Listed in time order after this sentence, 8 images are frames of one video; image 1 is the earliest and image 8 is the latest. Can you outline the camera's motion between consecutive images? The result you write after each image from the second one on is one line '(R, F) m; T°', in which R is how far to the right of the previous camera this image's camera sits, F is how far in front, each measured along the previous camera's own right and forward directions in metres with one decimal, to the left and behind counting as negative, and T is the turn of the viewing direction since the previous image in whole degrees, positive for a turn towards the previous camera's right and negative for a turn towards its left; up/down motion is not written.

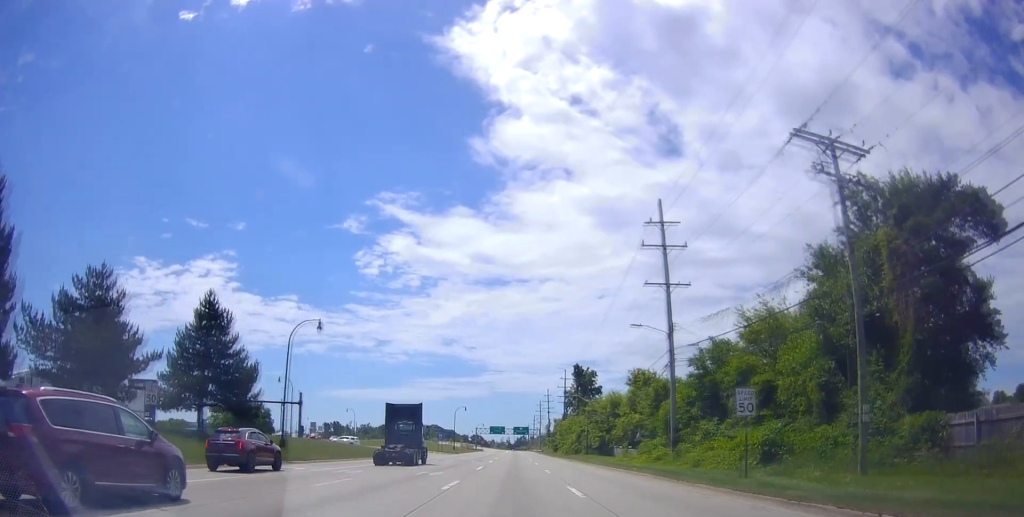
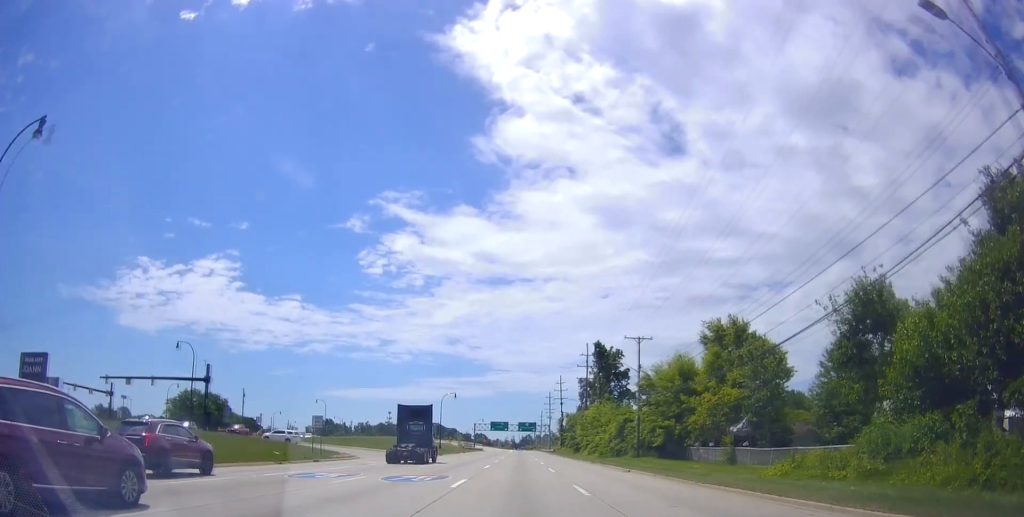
(+0.7, +29.7) m; -1°
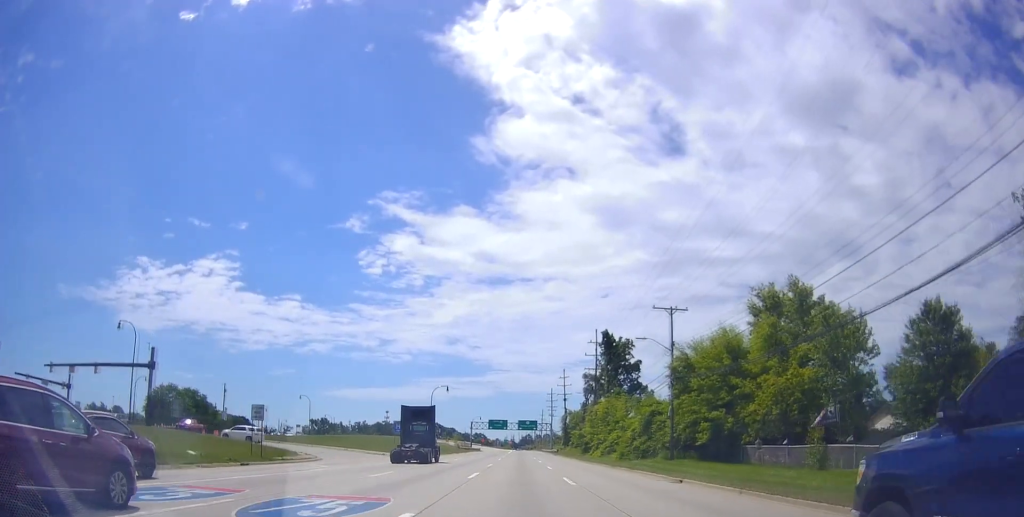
(-0.4, +10.6) m; 0°
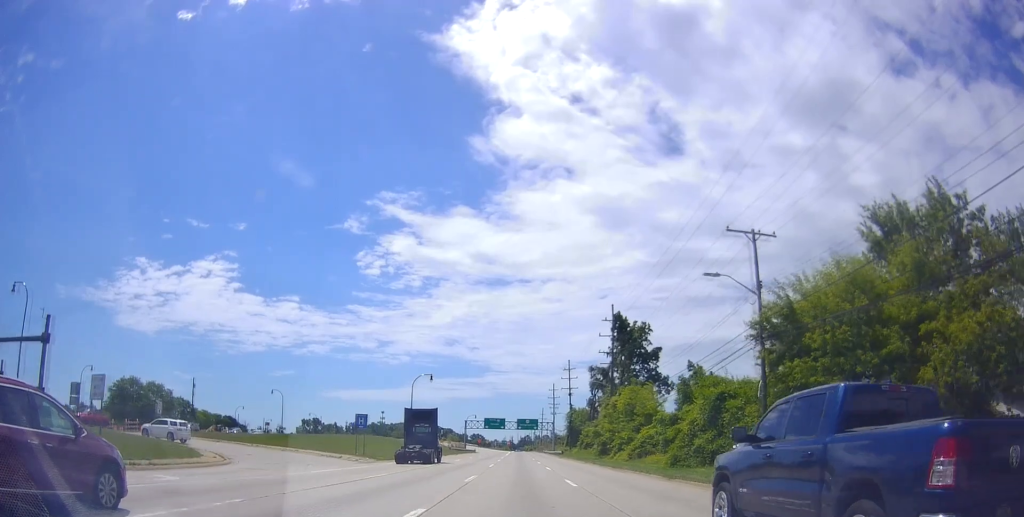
(0.0, +14.6) m; +1°
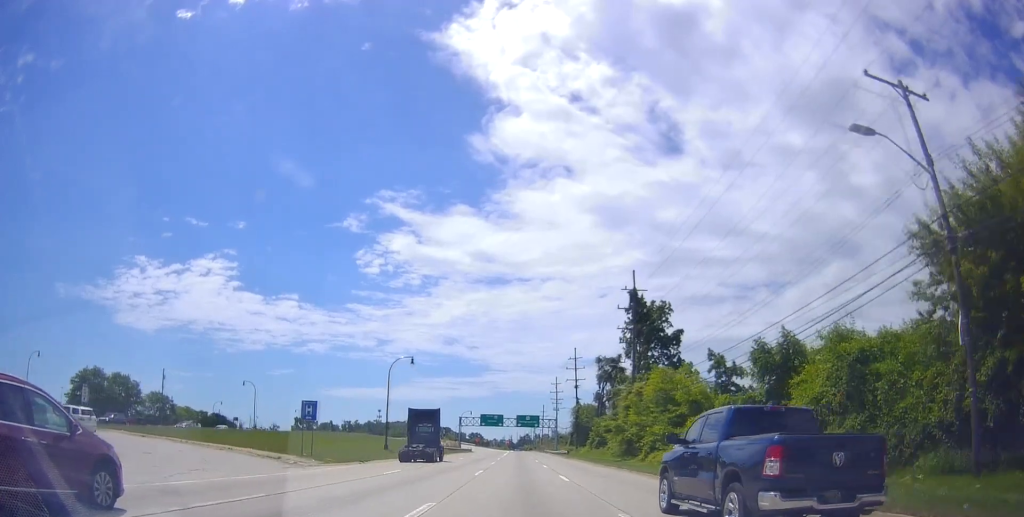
(+0.3, +11.5) m; +1°
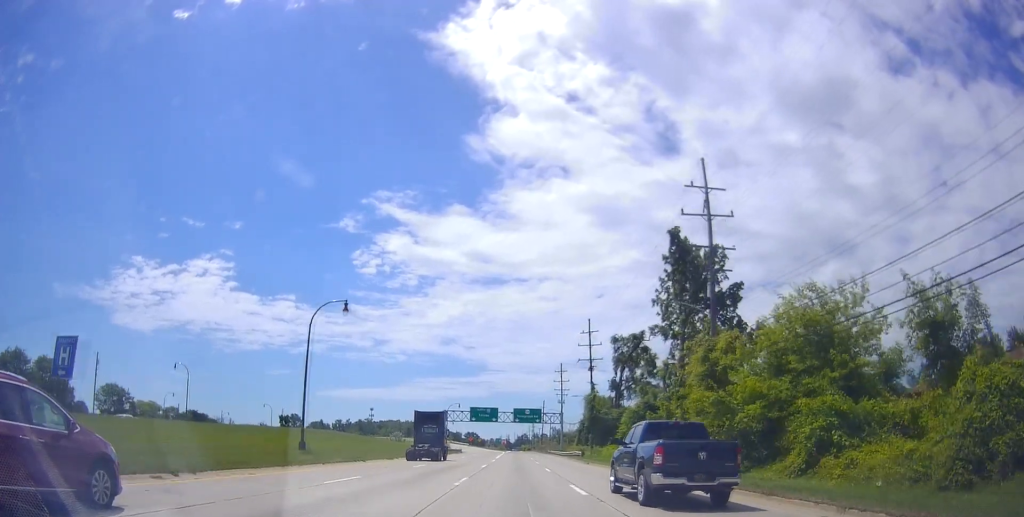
(-0.1, +21.9) m; -1°
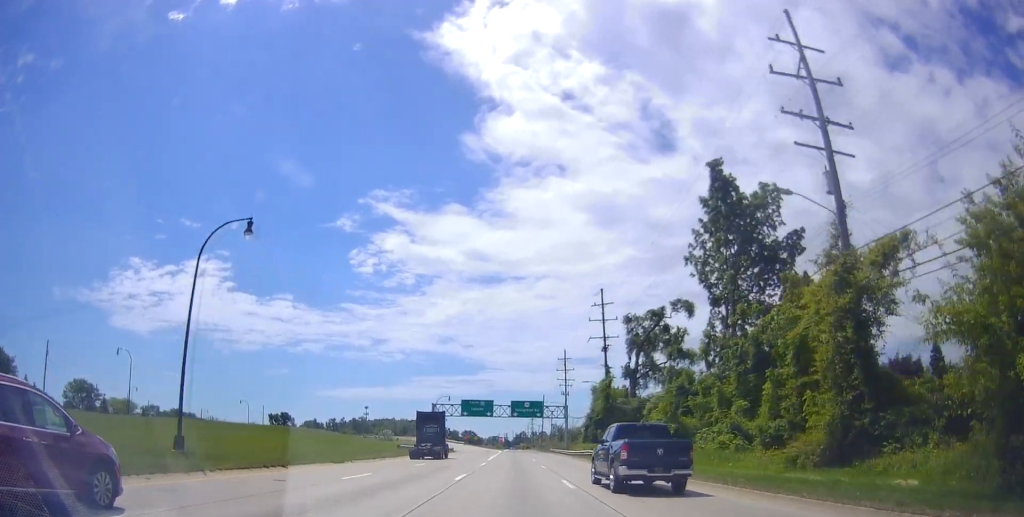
(-0.3, +13.6) m; 0°
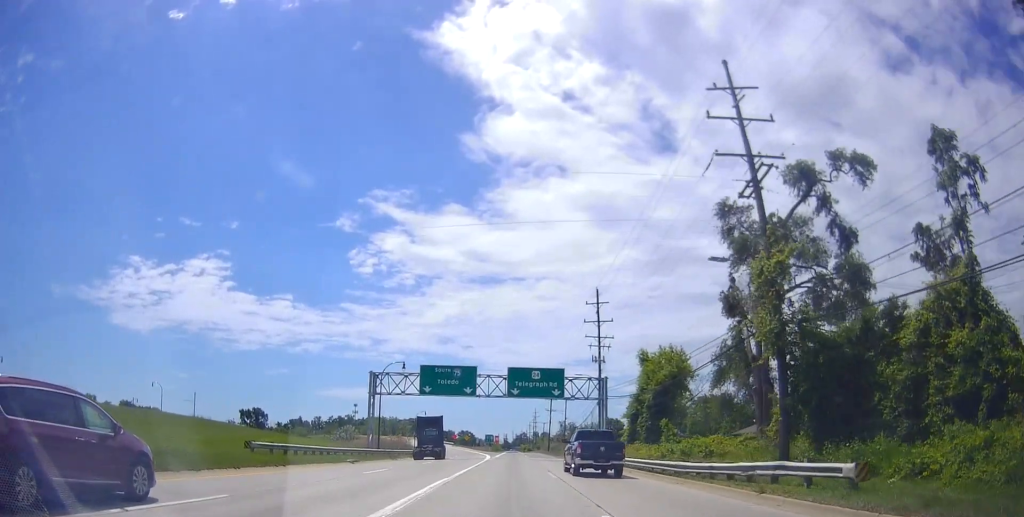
(-0.6, +40.9) m; -1°
